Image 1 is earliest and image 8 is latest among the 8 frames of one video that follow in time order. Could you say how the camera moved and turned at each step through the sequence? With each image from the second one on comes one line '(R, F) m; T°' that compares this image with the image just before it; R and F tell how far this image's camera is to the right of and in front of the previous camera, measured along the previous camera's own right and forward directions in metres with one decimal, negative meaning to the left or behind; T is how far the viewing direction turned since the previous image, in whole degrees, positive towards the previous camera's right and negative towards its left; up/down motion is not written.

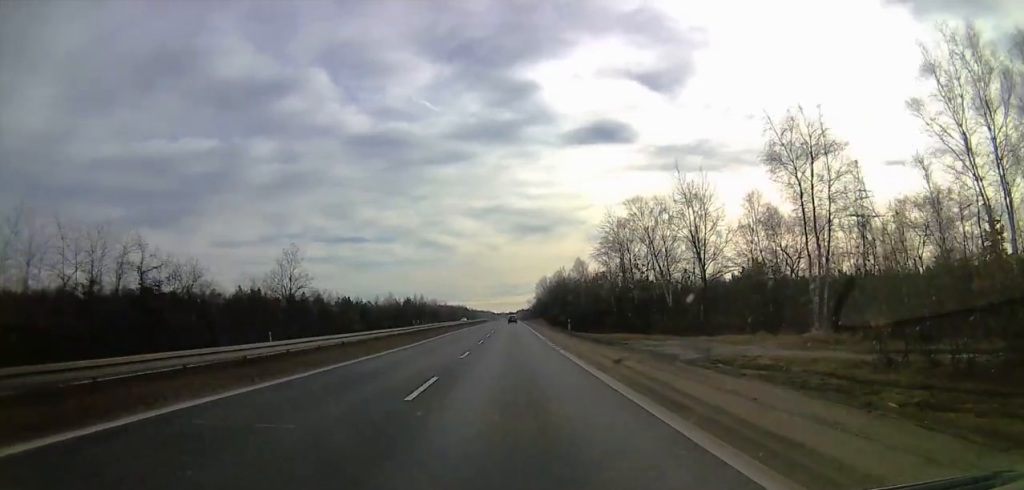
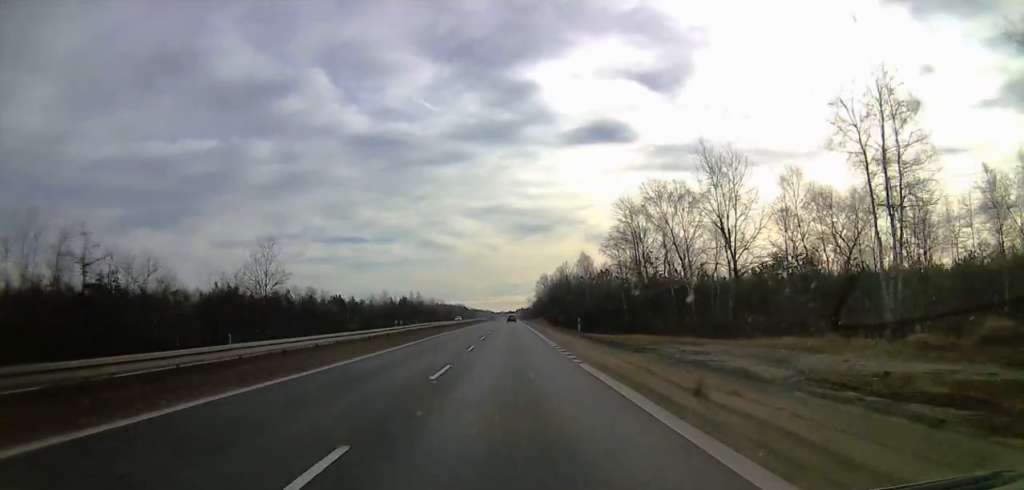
(-0.1, +9.6) m; 0°
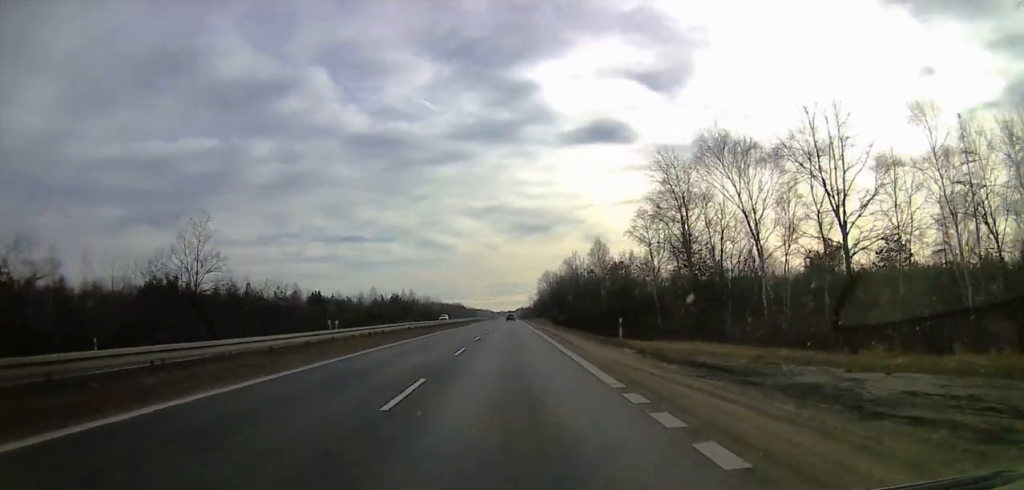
(-0.1, +19.0) m; 0°
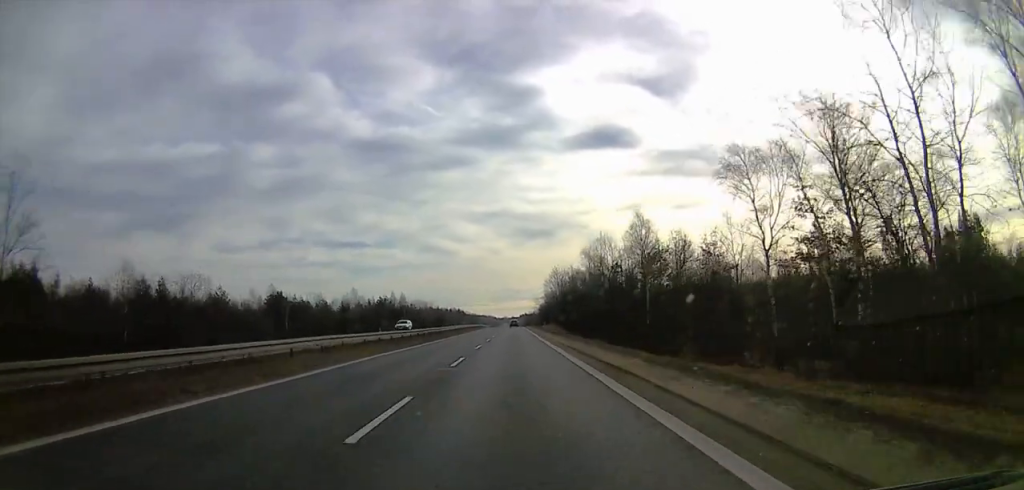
(+0.2, +27.0) m; +1°
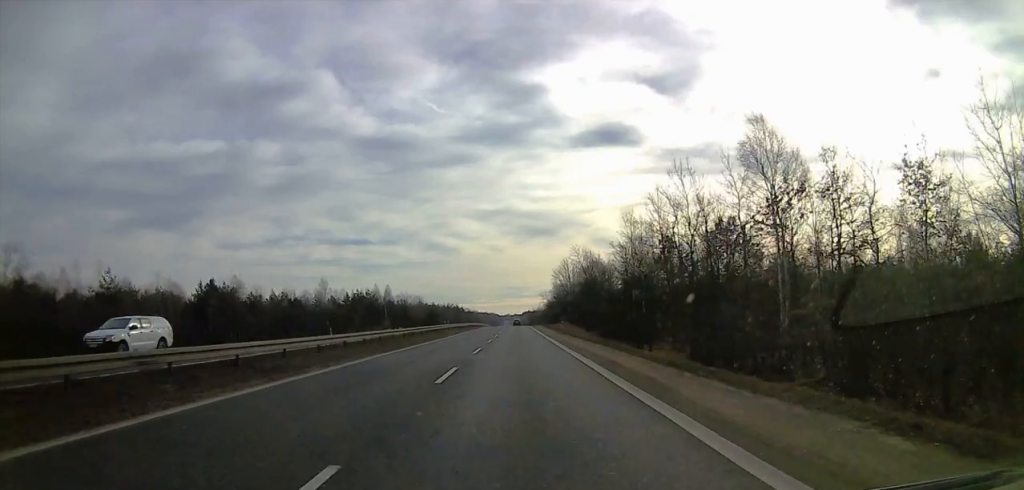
(+0.2, +25.8) m; 0°
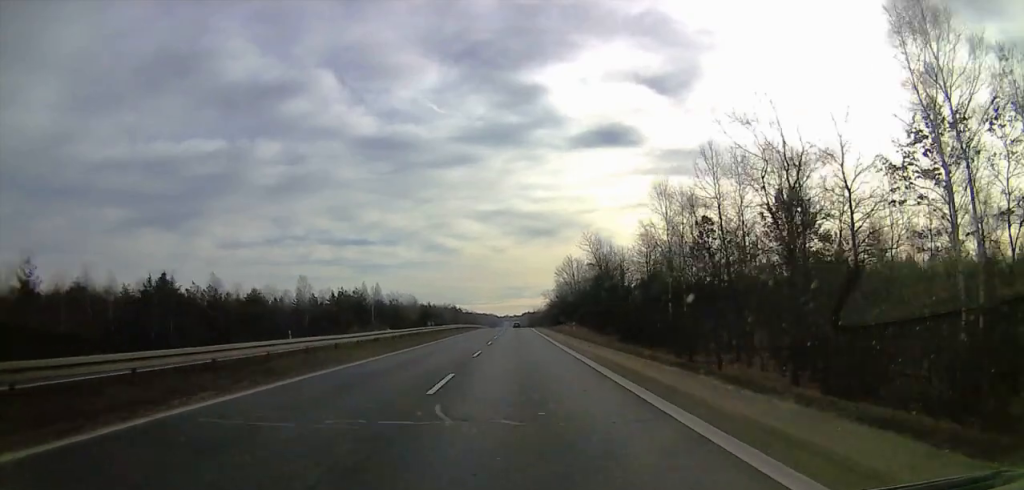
(0.0, +12.1) m; -1°
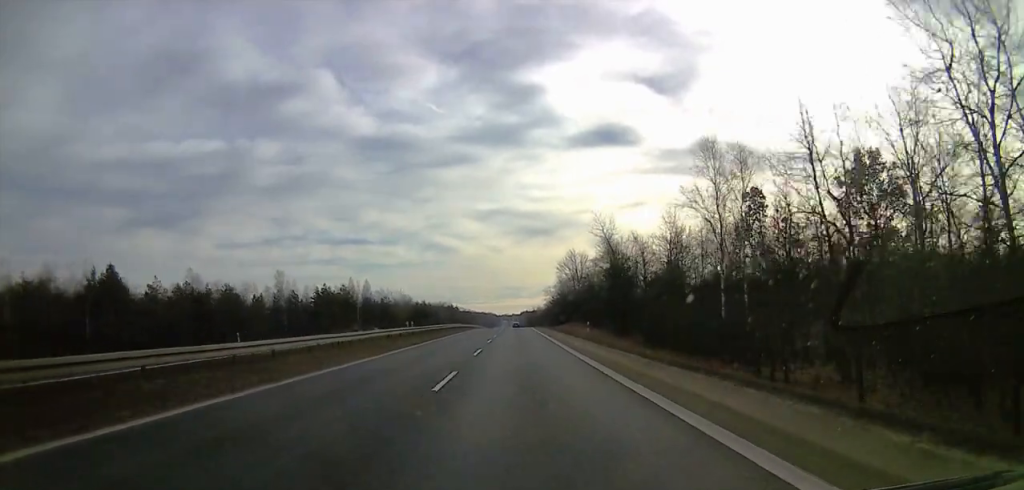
(-0.1, +10.7) m; 0°
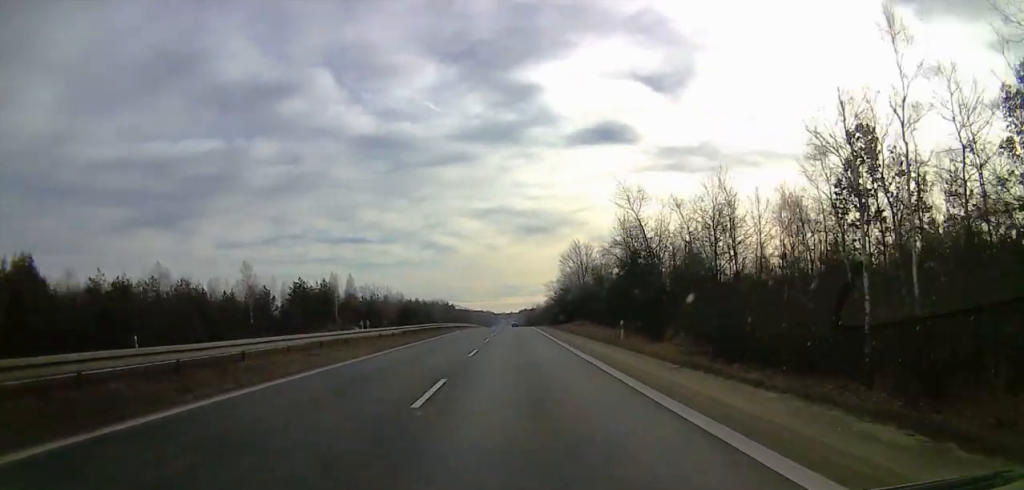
(-0.2, +13.6) m; 0°
